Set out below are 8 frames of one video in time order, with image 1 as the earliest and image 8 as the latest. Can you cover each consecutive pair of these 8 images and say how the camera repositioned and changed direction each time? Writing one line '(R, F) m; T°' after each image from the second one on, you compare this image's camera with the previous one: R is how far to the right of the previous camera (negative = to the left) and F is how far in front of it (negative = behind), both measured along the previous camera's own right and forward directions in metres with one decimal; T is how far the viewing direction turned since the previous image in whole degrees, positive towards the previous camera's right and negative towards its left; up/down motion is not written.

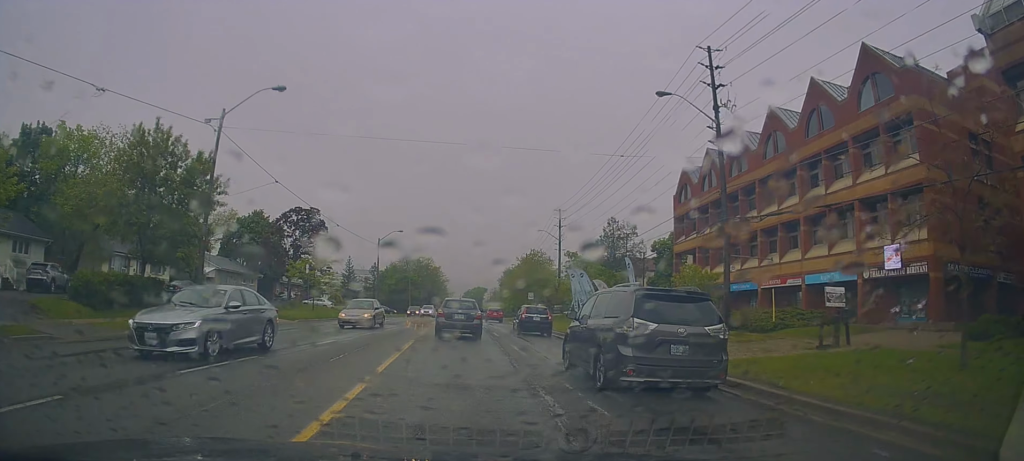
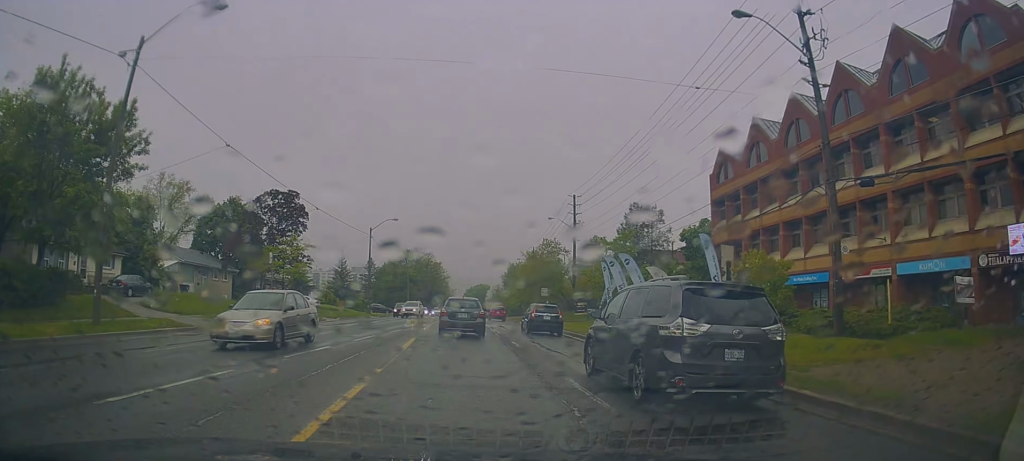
(+0.1, +8.9) m; 0°
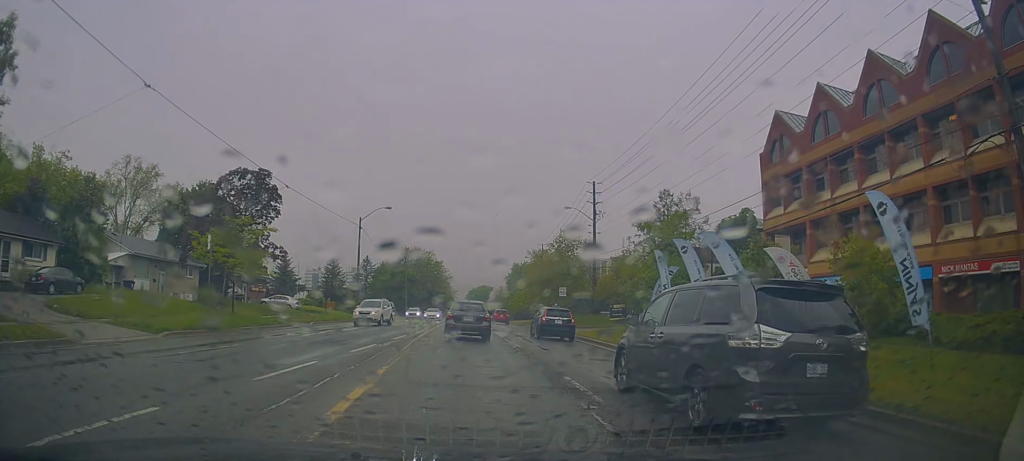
(0.0, +8.9) m; -1°
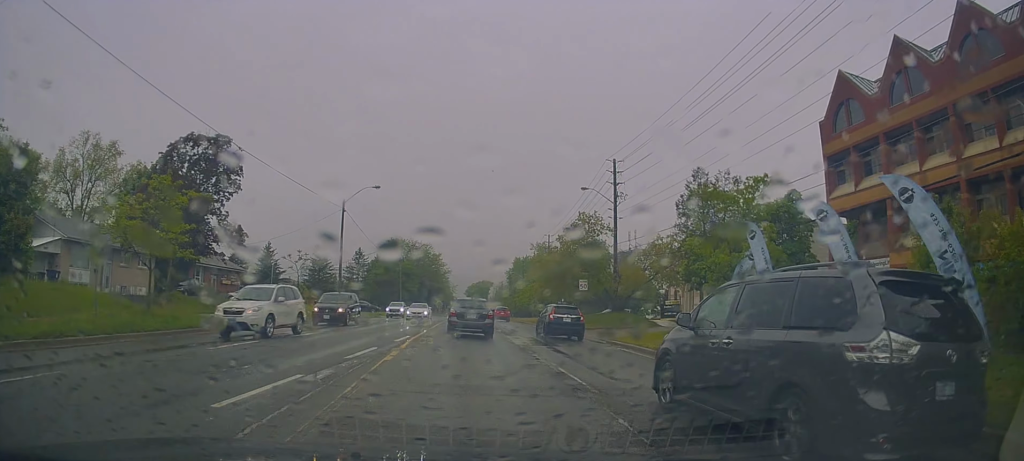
(-0.2, +8.4) m; -1°
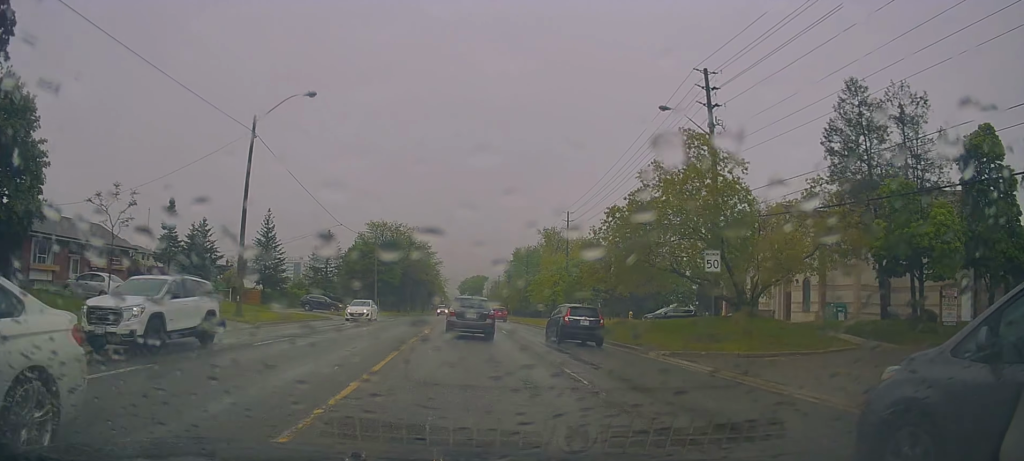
(-0.4, +21.8) m; 0°
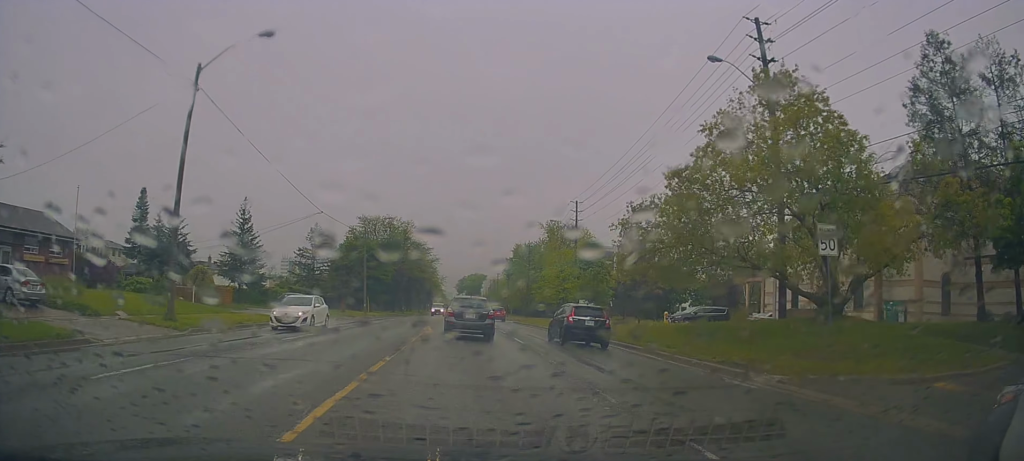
(-0.2, +6.9) m; +2°
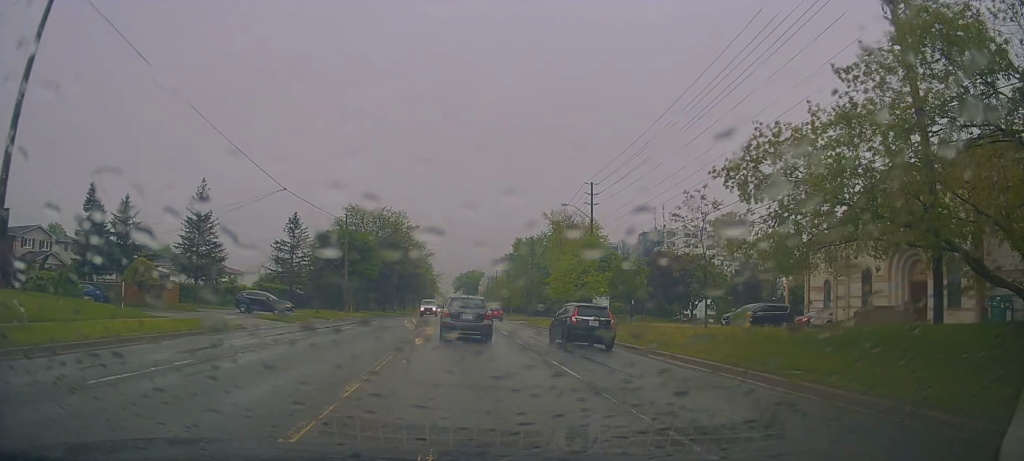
(+0.5, +9.6) m; 0°
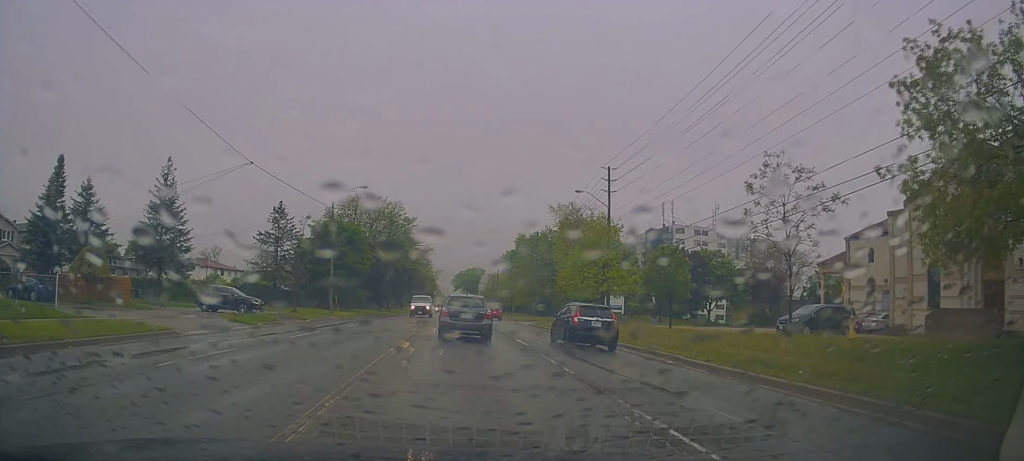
(-0.1, +6.9) m; -1°
